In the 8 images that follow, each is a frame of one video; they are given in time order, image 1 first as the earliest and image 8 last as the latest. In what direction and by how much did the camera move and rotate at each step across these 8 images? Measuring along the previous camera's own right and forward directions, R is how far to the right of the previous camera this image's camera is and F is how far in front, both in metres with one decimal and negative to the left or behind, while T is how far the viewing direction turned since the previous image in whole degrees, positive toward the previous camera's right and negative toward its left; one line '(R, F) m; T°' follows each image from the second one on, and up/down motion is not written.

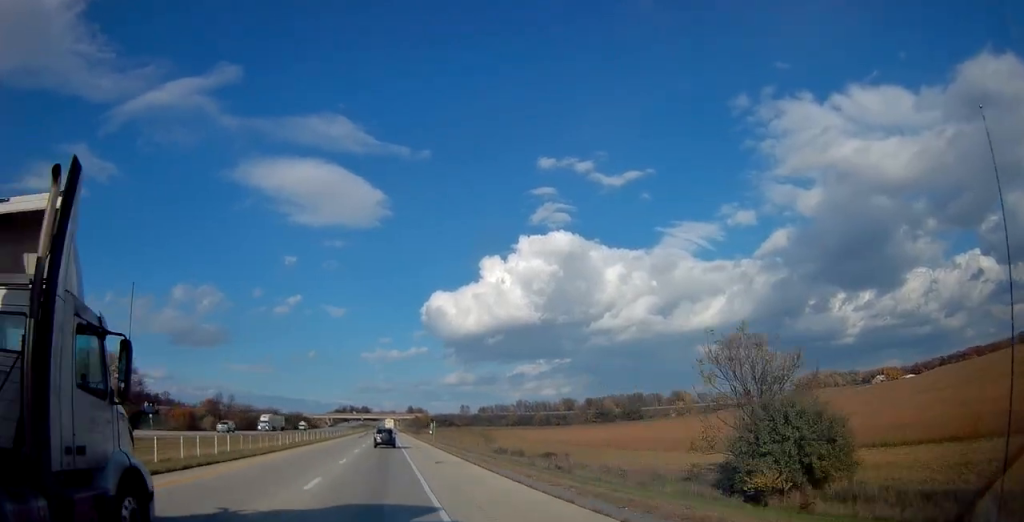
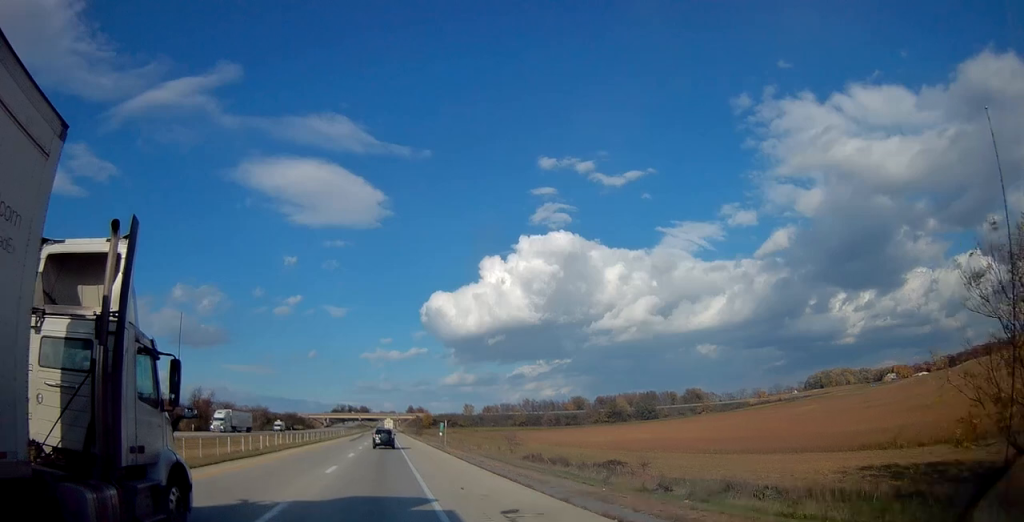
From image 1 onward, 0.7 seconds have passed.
(0.0, +17.8) m; 0°
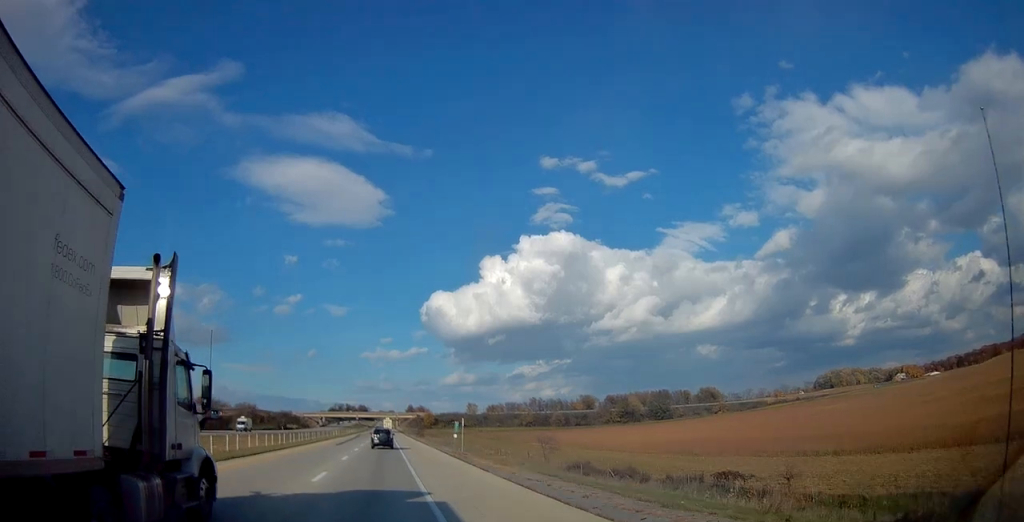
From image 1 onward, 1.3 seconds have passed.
(+0.2, +15.9) m; 0°
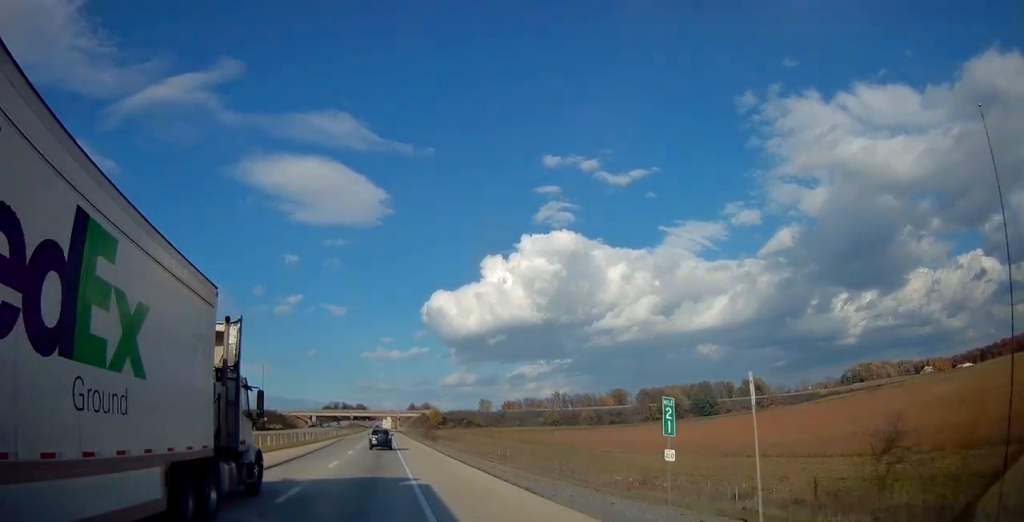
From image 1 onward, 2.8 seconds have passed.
(-0.1, +41.2) m; 0°
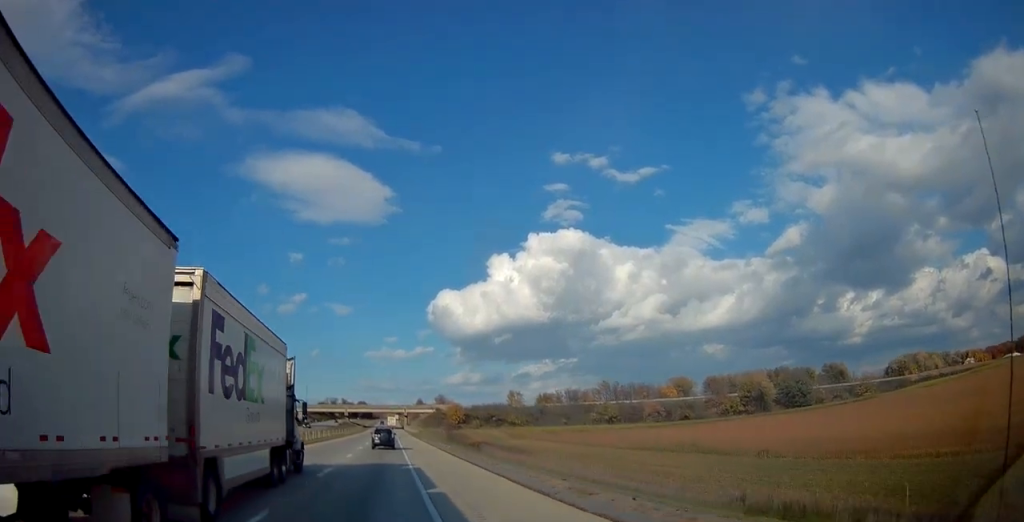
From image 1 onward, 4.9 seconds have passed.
(-0.1, +54.2) m; -1°
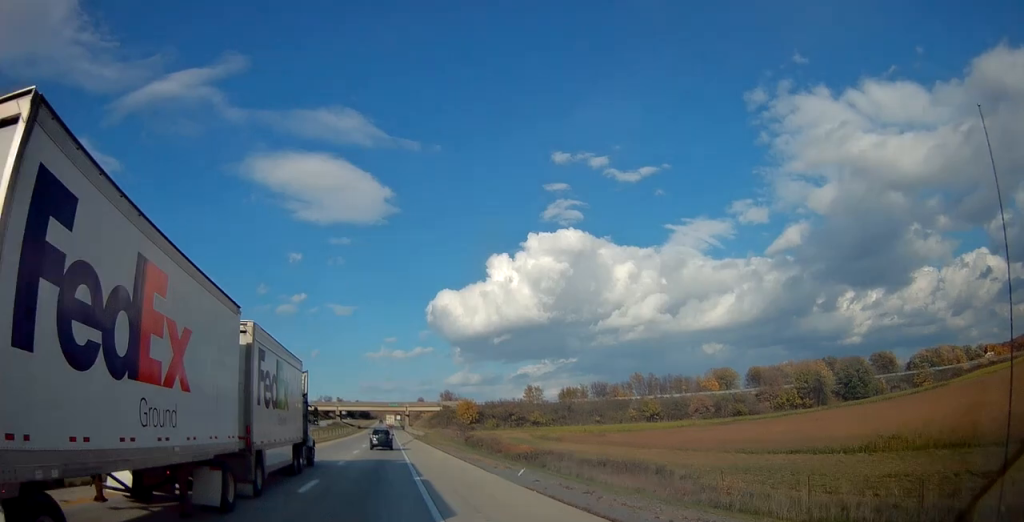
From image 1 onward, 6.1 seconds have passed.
(-0.2, +28.7) m; 0°
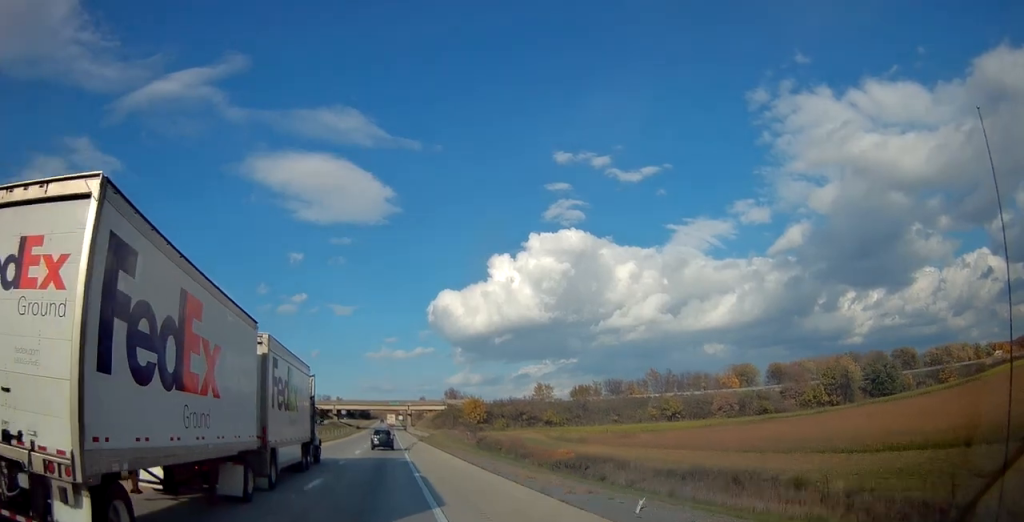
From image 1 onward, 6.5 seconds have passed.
(-0.1, +10.9) m; 0°
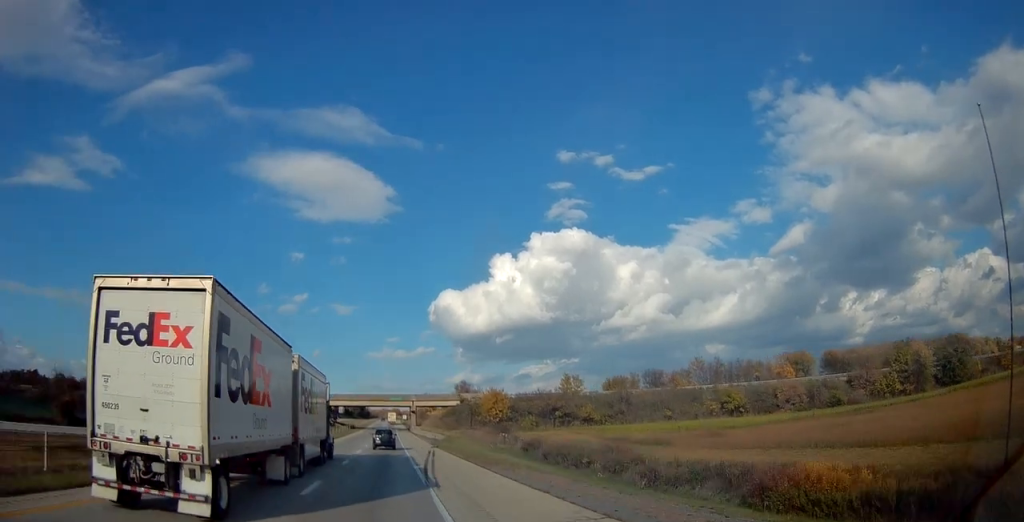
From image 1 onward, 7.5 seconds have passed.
(+0.3, +26.0) m; +1°
